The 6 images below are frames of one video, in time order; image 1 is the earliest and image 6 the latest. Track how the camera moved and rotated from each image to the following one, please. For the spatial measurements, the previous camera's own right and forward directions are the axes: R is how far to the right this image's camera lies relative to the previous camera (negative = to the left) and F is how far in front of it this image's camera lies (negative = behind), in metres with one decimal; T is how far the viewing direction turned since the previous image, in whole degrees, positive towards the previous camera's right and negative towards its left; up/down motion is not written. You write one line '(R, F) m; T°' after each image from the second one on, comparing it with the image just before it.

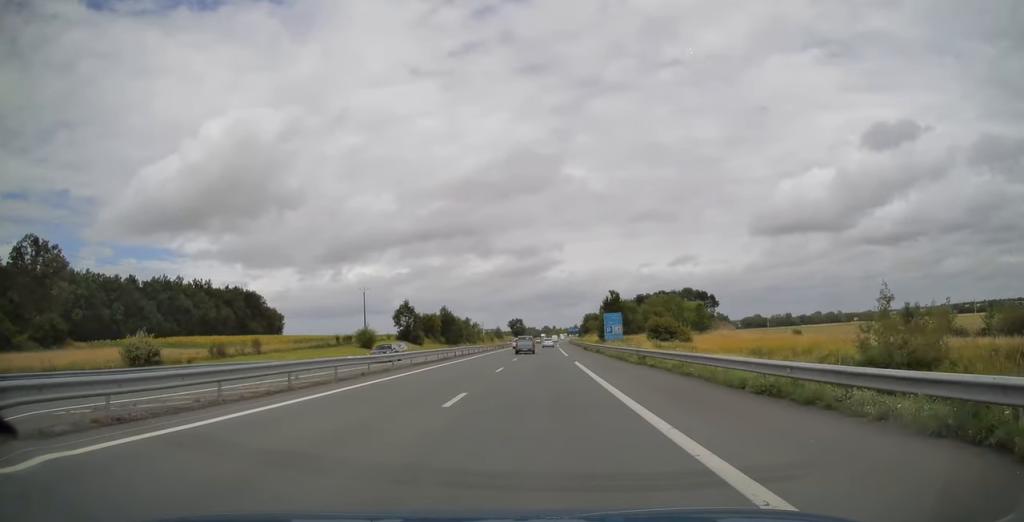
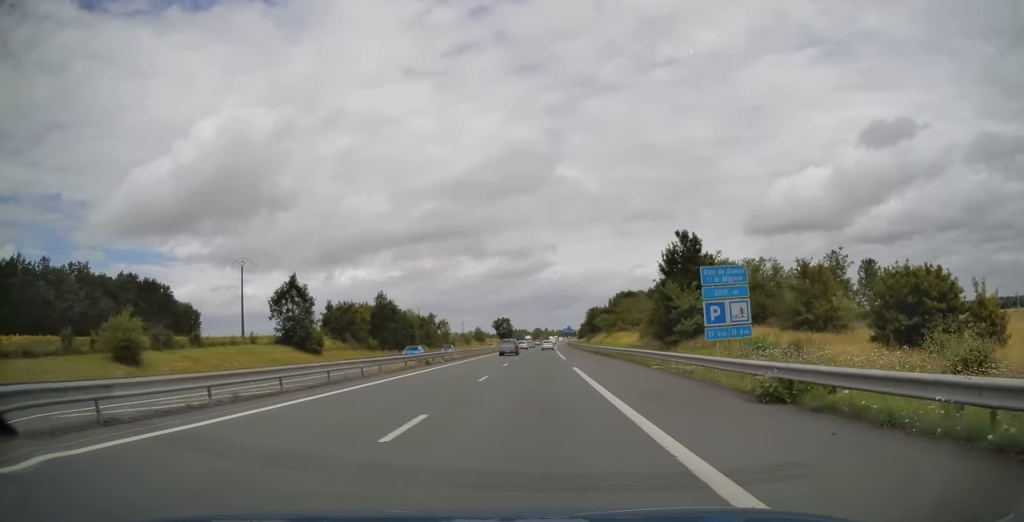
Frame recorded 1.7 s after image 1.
(+0.4, +56.0) m; +1°
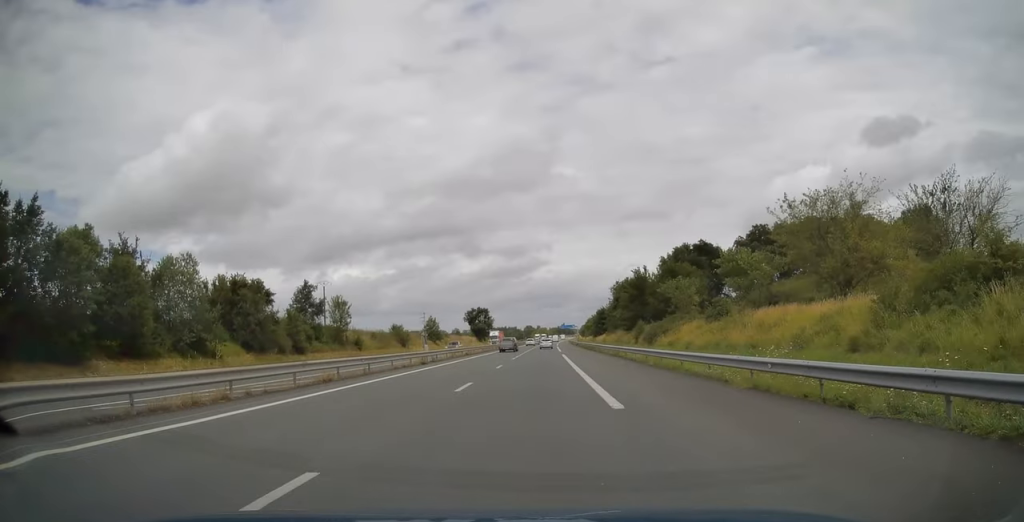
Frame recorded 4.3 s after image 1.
(+0.6, +82.6) m; +1°
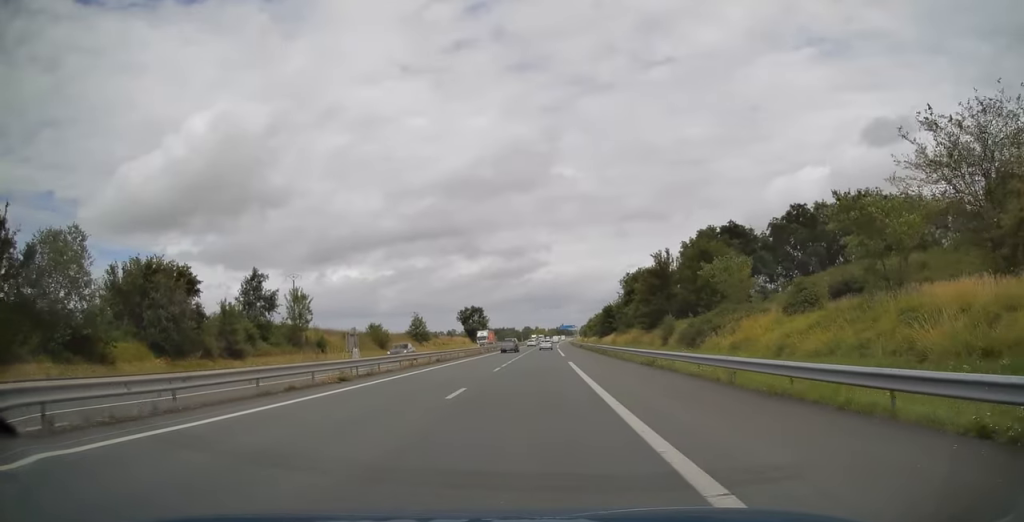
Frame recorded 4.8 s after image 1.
(0.0, +14.5) m; 0°
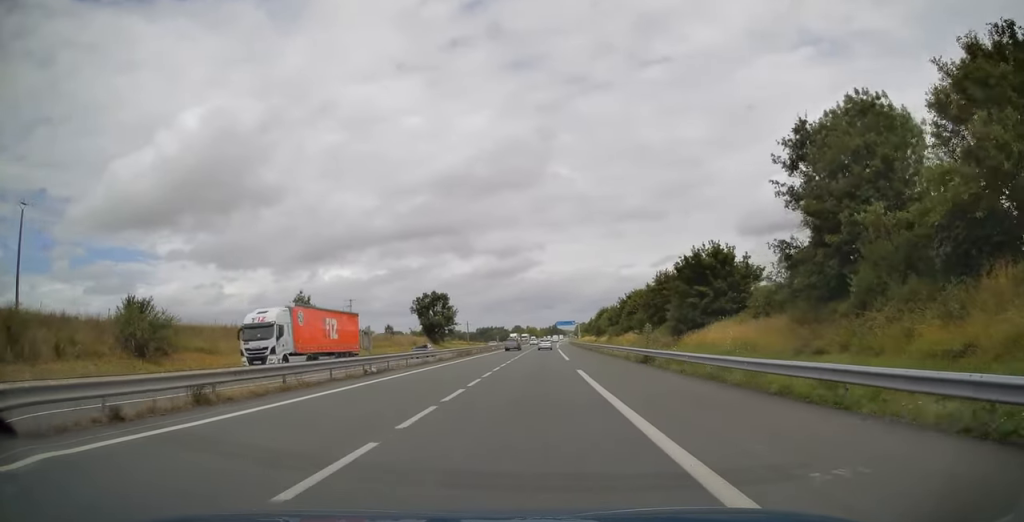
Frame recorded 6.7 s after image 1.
(+0.4, +62.4) m; +1°
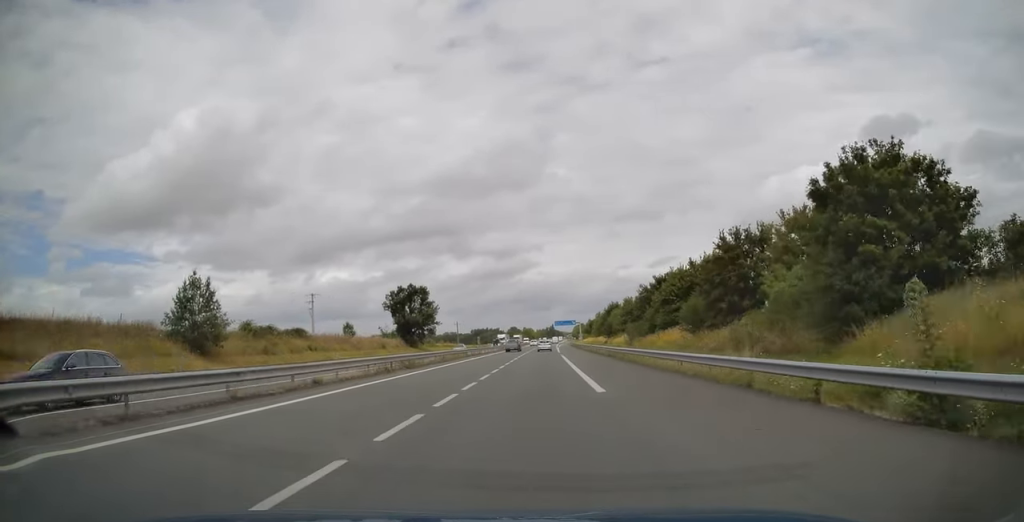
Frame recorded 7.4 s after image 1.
(+0.1, +23.2) m; 0°
